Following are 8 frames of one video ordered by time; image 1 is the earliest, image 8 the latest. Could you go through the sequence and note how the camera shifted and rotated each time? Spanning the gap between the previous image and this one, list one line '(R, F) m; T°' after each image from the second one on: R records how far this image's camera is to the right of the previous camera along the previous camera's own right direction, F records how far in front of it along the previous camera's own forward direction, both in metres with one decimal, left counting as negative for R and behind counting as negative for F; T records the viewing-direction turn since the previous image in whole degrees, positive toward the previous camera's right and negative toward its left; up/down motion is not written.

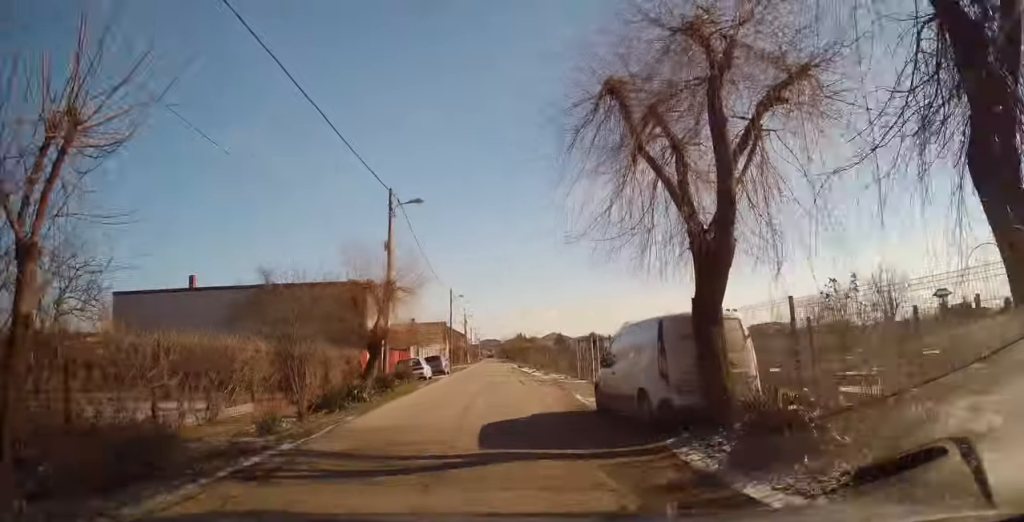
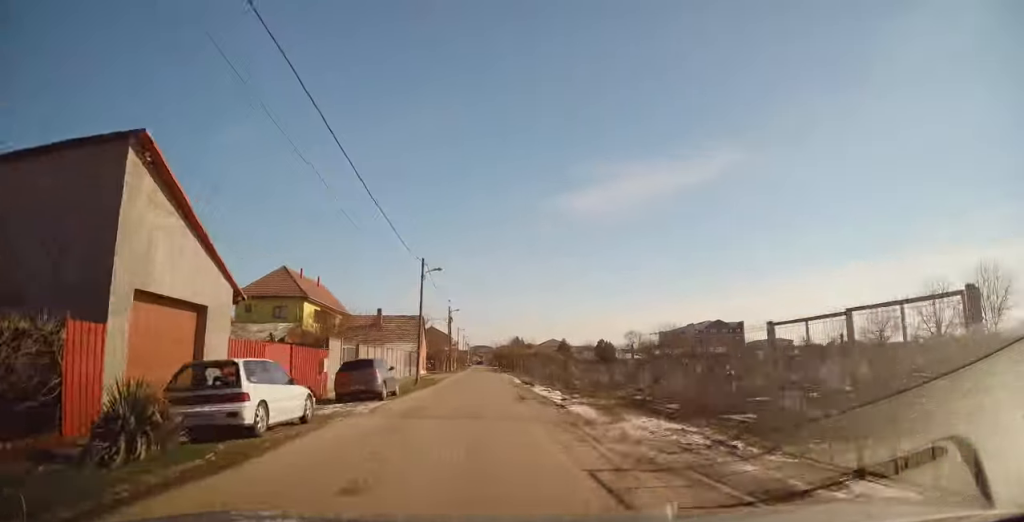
(-0.2, +17.6) m; +1°
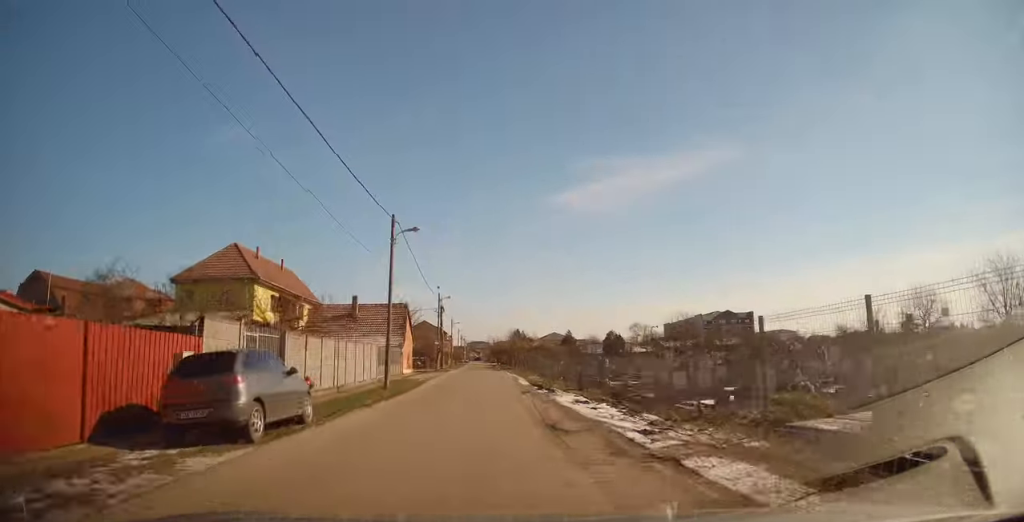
(+0.3, +9.5) m; +1°
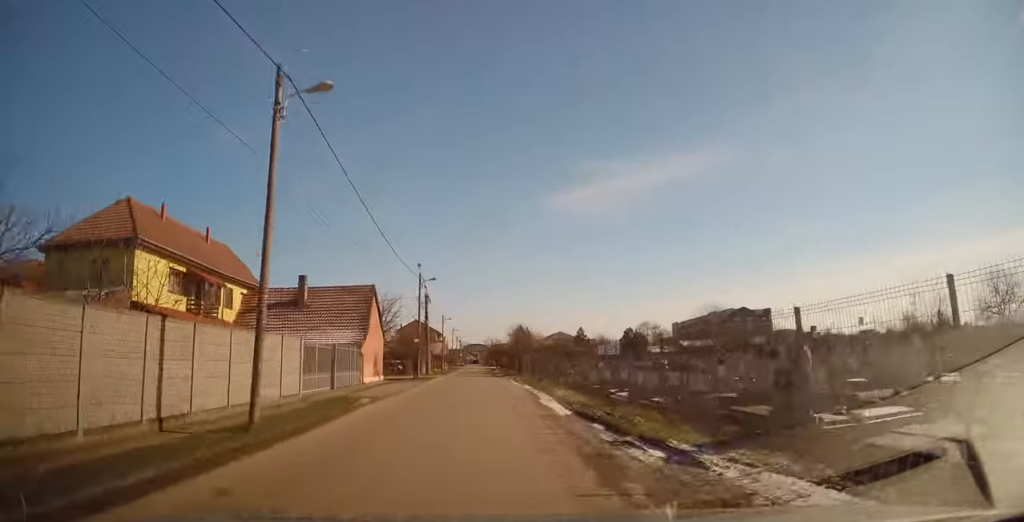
(0.0, +14.0) m; 0°
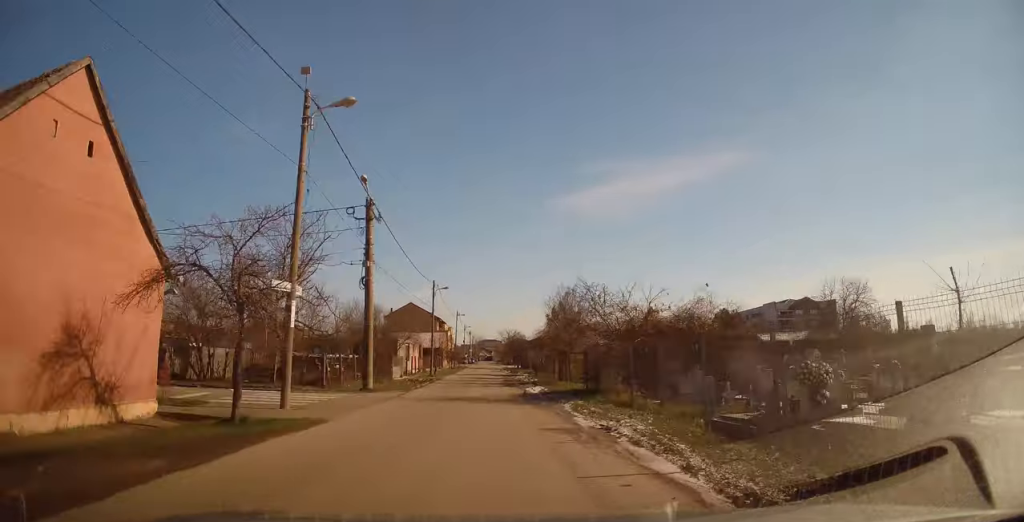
(+0.1, +29.5) m; 0°
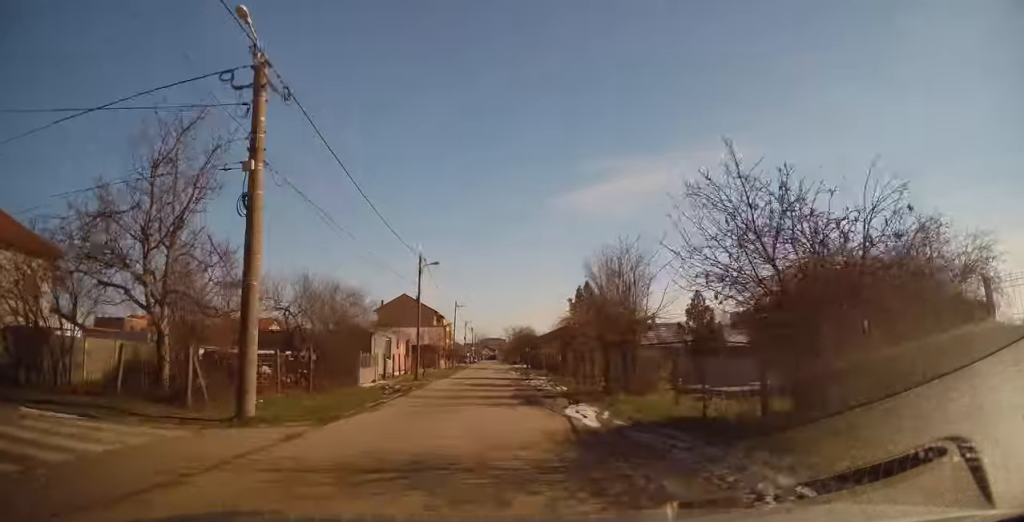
(0.0, +11.1) m; -1°
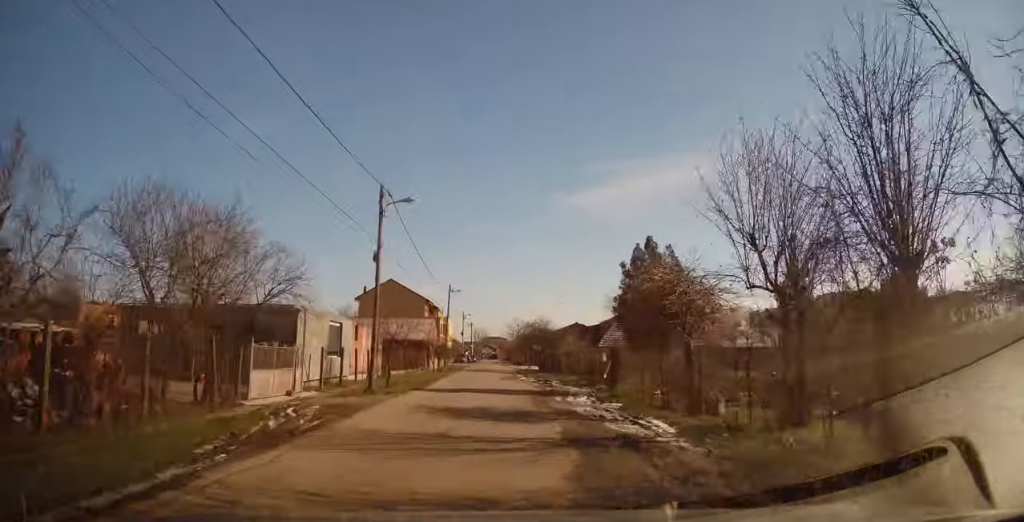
(-0.1, +13.3) m; -2°
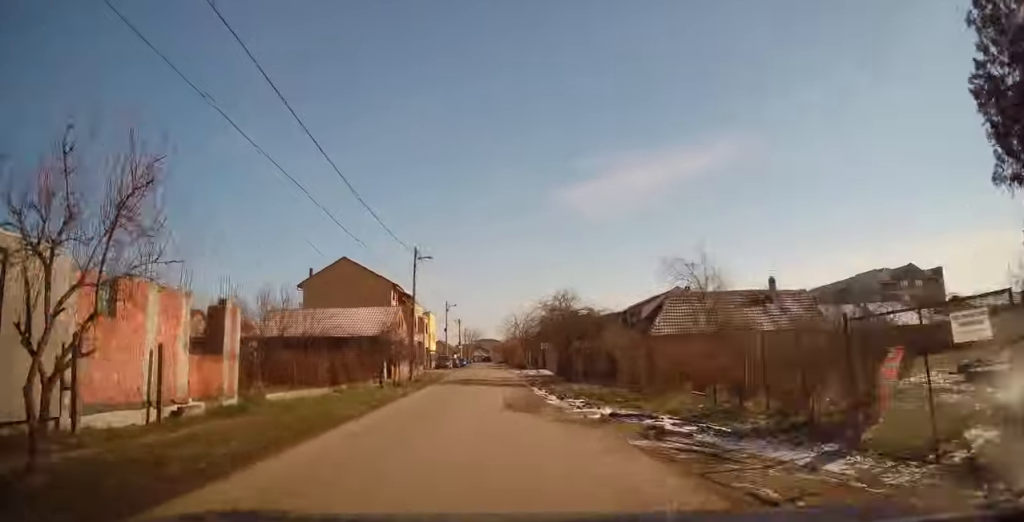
(-0.2, +18.7) m; +1°
